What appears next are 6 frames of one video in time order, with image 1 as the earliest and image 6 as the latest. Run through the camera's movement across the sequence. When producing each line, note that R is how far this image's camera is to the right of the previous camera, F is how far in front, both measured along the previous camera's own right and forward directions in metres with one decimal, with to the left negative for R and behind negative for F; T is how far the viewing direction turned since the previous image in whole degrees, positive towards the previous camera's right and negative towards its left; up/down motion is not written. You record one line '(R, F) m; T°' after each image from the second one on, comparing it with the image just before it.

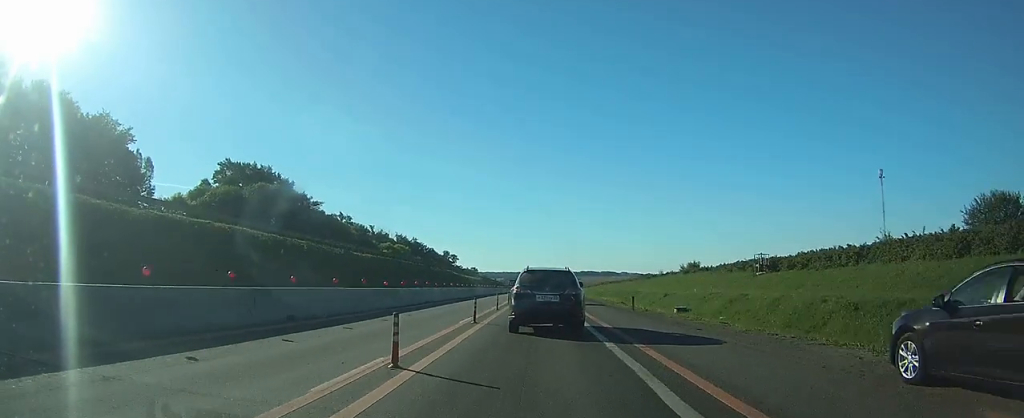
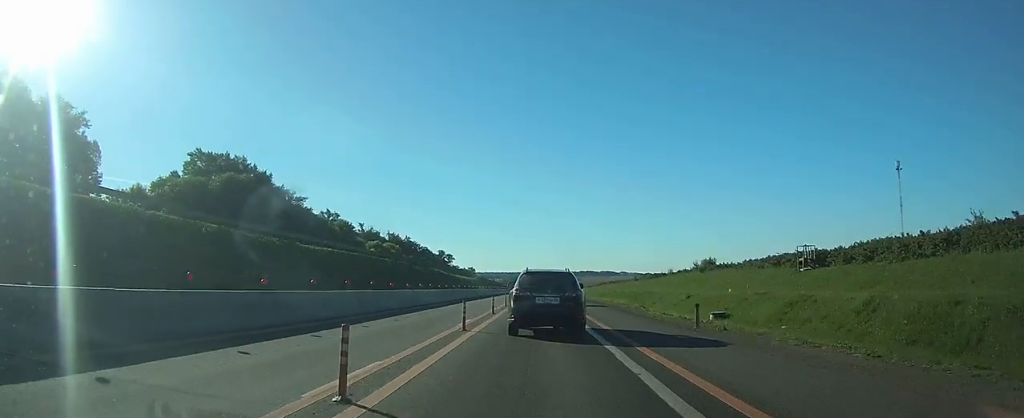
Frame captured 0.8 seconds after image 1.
(0.0, +12.4) m; 0°
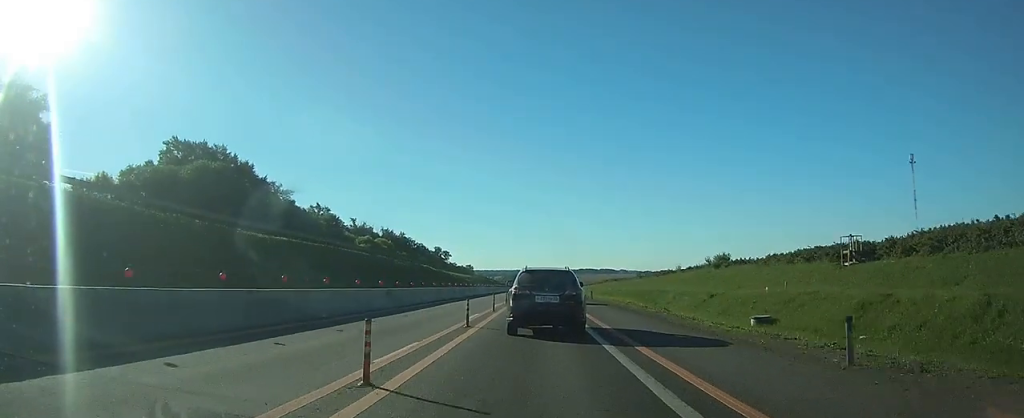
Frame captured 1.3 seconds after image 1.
(+0.1, +9.1) m; 0°
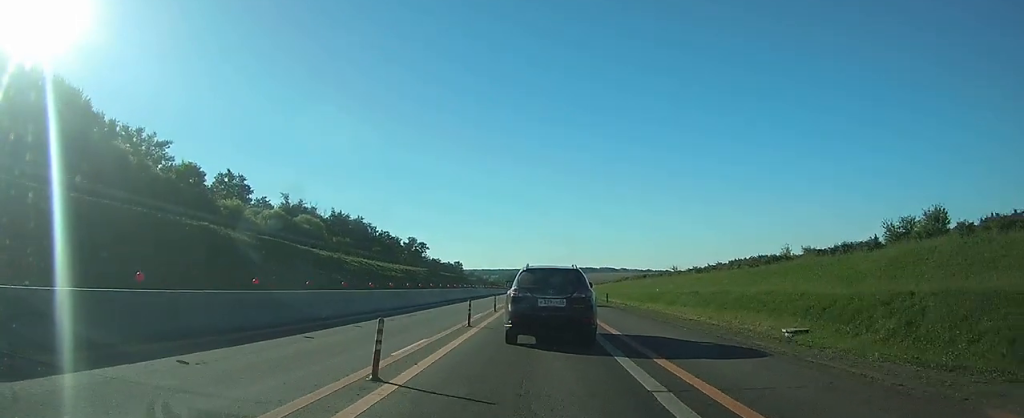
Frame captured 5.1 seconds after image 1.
(-0.5, +58.6) m; 0°
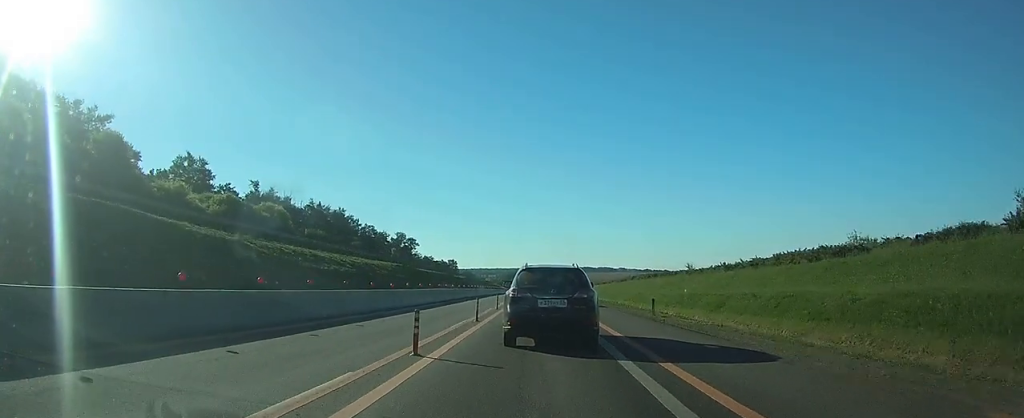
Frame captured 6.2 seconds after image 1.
(0.0, +17.1) m; +1°
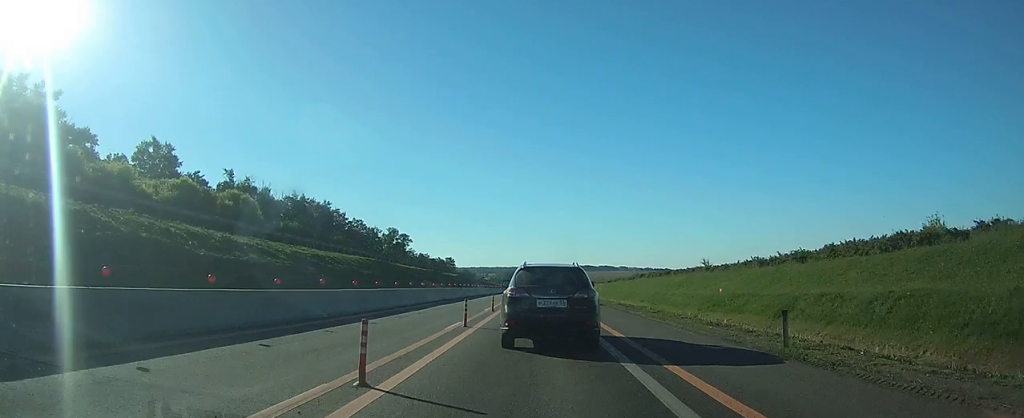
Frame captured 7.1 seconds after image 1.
(+0.2, +12.9) m; +1°
